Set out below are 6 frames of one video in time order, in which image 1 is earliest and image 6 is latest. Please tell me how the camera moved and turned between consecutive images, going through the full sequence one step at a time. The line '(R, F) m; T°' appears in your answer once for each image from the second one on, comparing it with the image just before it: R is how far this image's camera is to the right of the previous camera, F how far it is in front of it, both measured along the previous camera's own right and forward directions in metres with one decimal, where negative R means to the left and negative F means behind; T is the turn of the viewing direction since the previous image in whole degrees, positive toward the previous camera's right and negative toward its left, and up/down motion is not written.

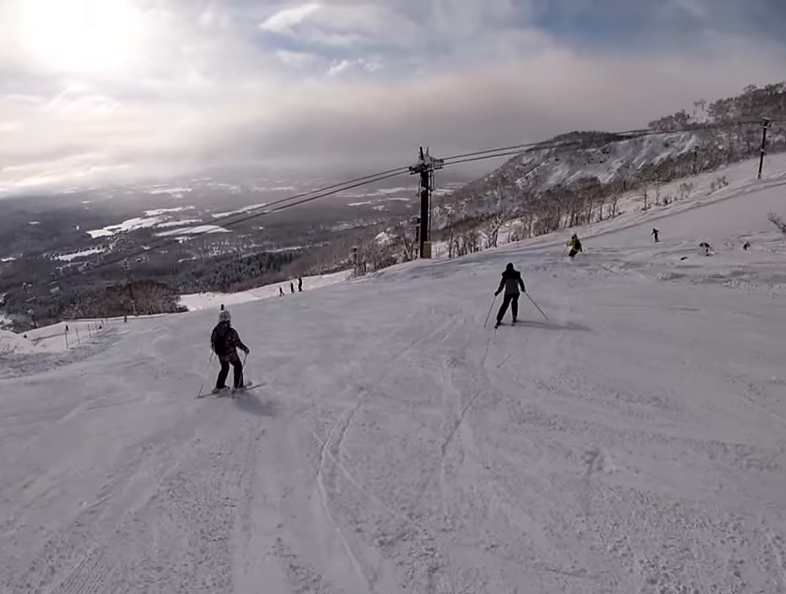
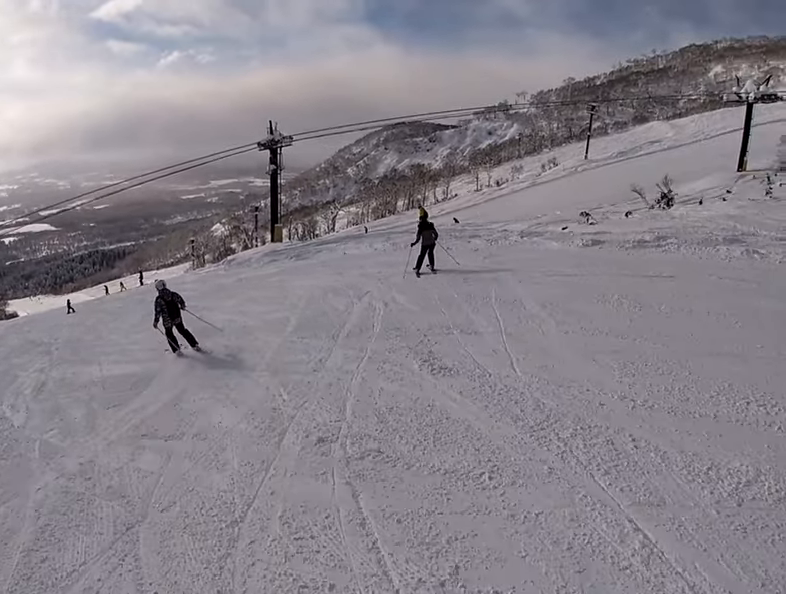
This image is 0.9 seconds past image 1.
(+0.2, +3.7) m; +13°
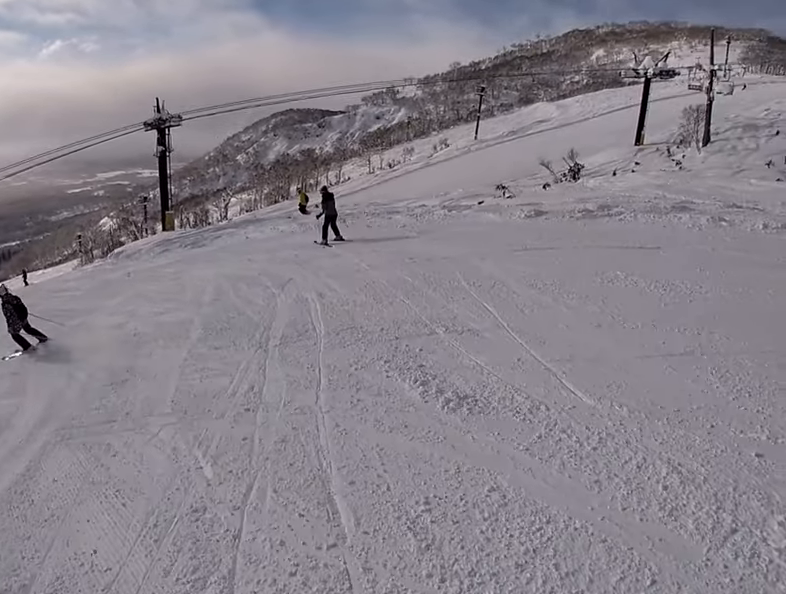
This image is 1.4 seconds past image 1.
(+0.5, +2.3) m; +9°
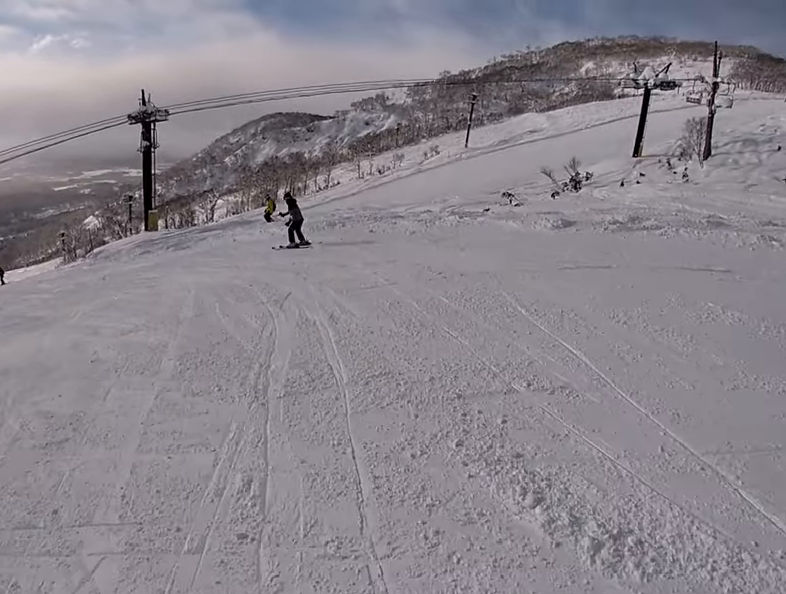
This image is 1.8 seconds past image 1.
(+0.1, +1.8) m; +2°
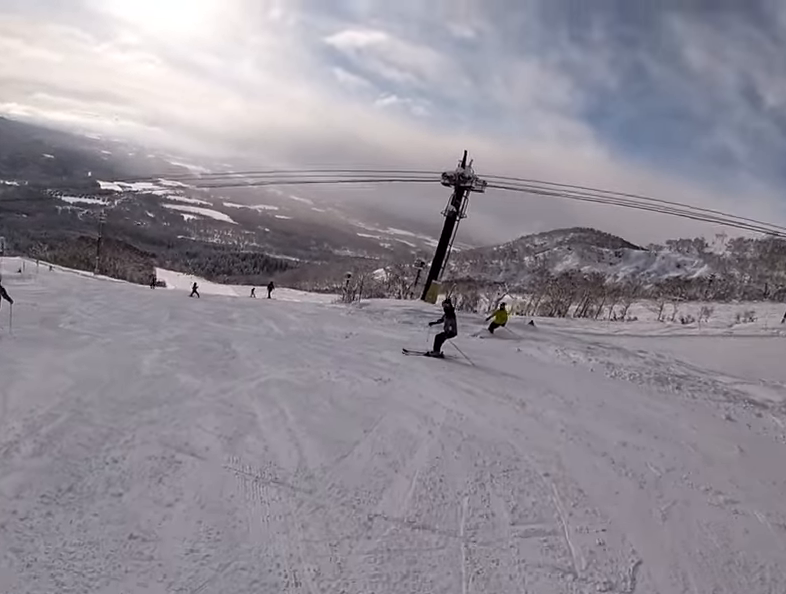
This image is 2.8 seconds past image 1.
(-0.1, +4.2) m; -11°
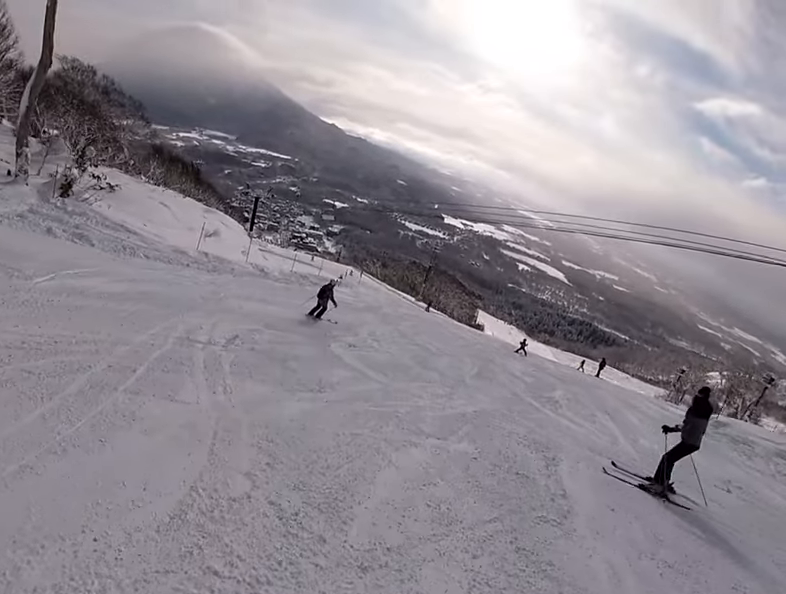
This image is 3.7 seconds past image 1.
(-0.7, +4.1) m; -24°
